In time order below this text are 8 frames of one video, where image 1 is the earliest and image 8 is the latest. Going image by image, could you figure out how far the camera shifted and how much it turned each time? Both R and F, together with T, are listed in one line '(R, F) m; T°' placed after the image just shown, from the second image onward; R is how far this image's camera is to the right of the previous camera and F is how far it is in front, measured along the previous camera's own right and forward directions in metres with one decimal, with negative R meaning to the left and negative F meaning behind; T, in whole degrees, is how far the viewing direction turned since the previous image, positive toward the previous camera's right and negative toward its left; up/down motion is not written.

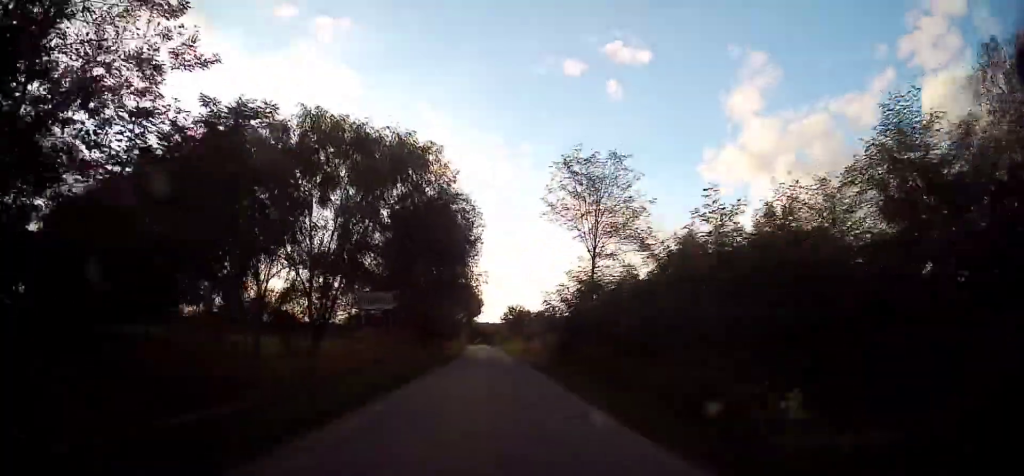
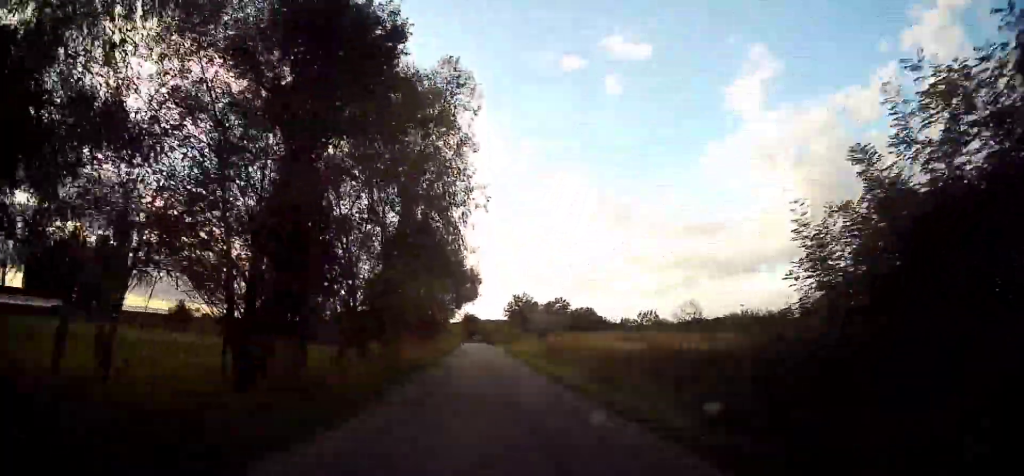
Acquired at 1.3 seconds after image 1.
(+0.2, +23.9) m; +1°
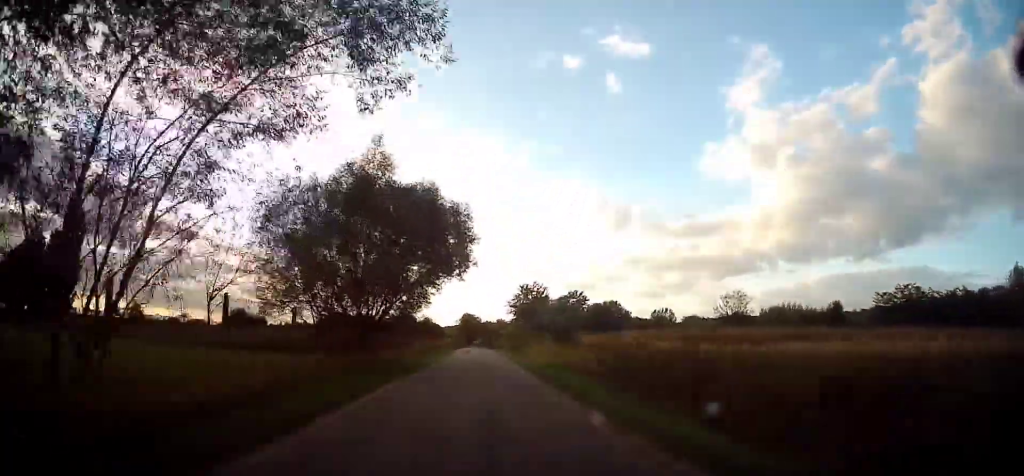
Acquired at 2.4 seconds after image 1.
(-0.1, +20.5) m; -1°
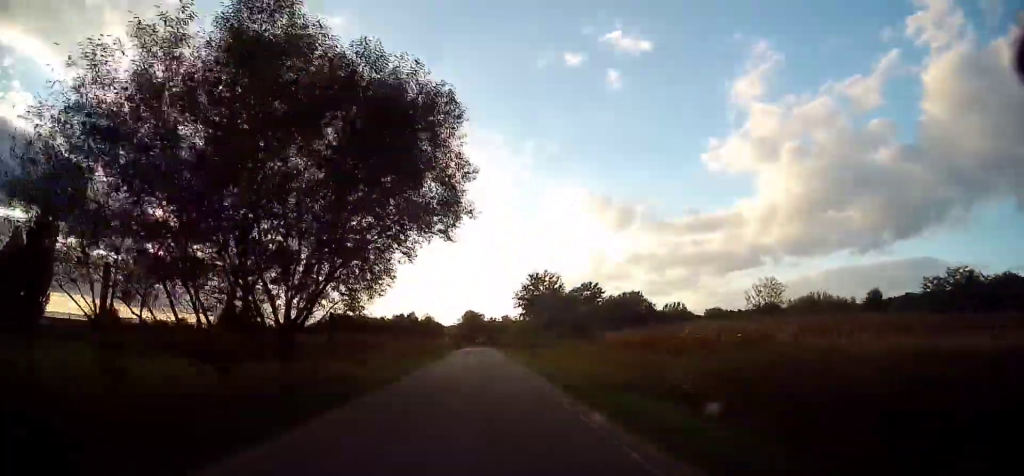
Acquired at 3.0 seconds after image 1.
(-0.1, +10.6) m; -1°
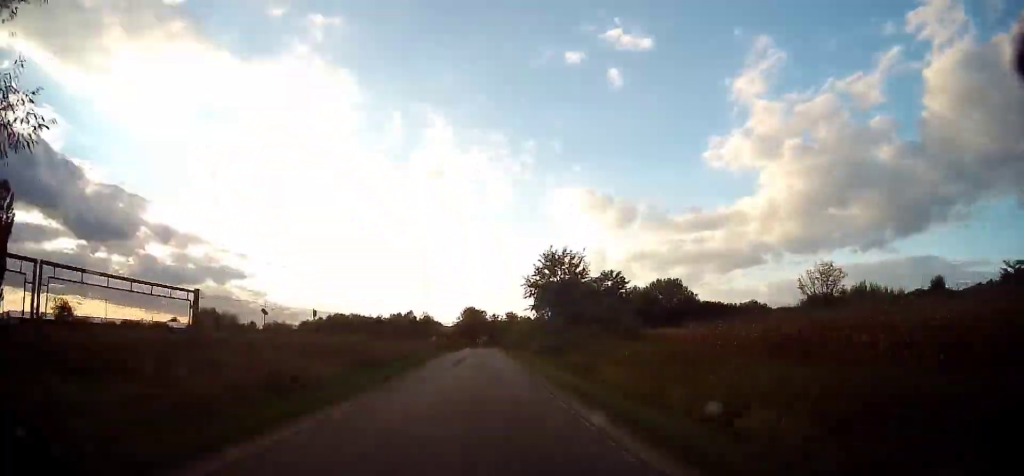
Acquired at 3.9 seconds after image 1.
(-0.1, +15.4) m; 0°
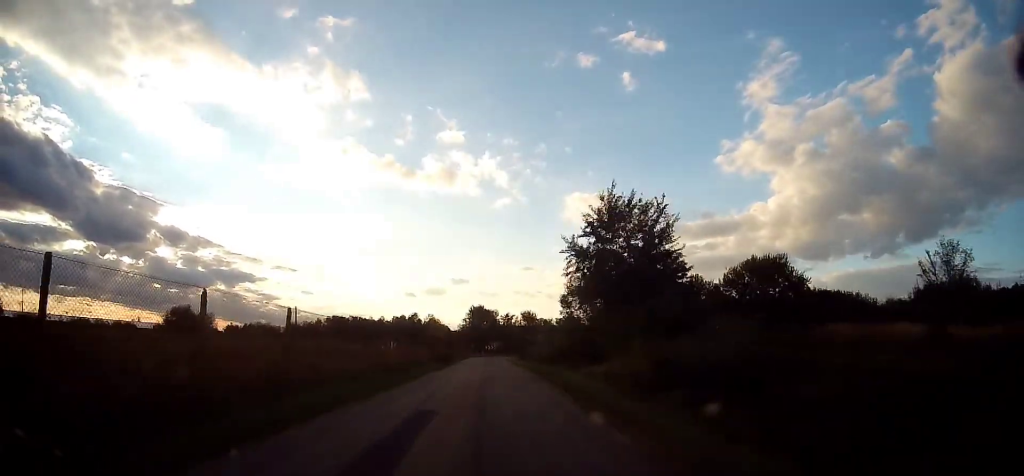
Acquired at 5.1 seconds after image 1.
(+0.1, +21.0) m; -1°
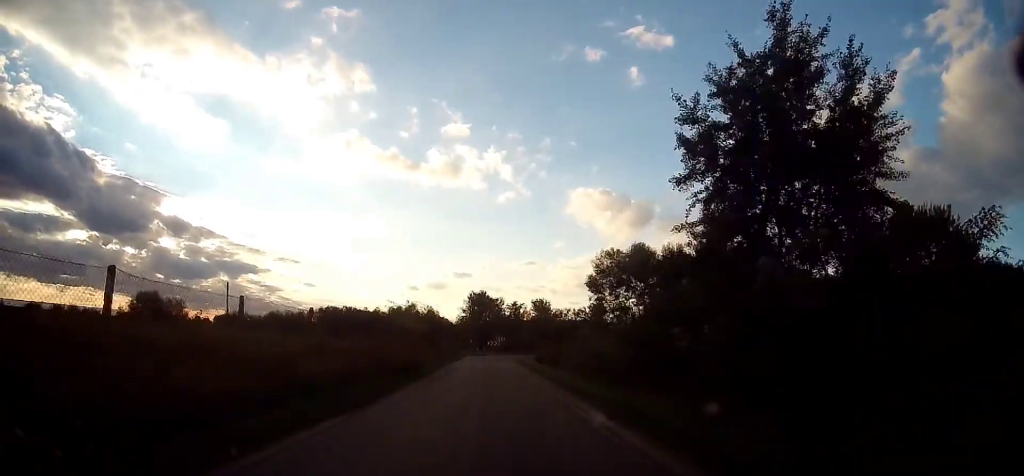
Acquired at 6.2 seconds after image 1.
(-0.3, +16.7) m; -1°
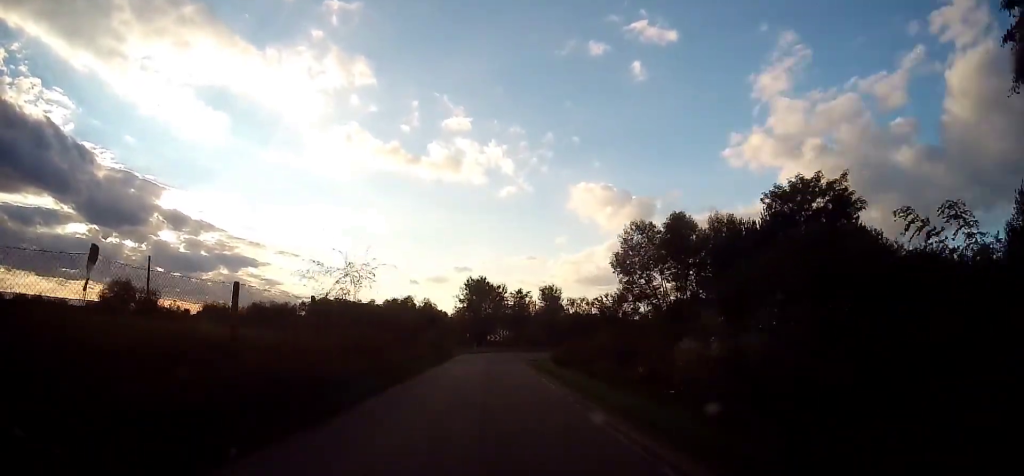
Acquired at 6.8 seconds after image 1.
(-0.1, +10.7) m; 0°
